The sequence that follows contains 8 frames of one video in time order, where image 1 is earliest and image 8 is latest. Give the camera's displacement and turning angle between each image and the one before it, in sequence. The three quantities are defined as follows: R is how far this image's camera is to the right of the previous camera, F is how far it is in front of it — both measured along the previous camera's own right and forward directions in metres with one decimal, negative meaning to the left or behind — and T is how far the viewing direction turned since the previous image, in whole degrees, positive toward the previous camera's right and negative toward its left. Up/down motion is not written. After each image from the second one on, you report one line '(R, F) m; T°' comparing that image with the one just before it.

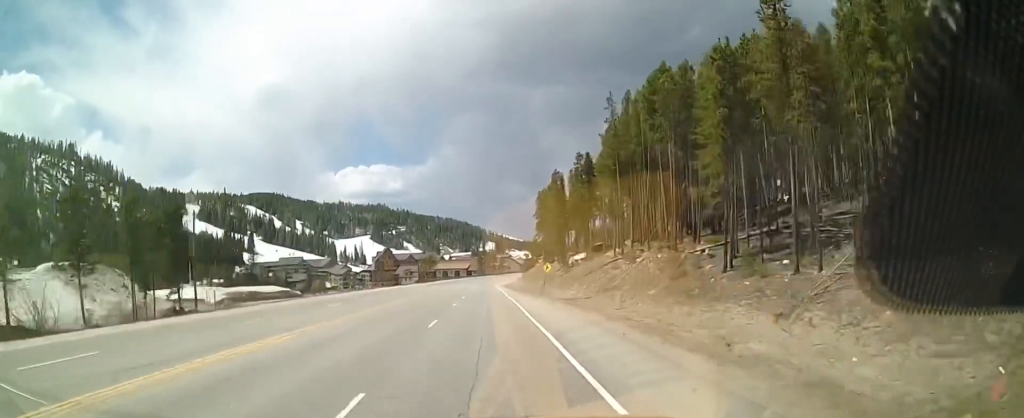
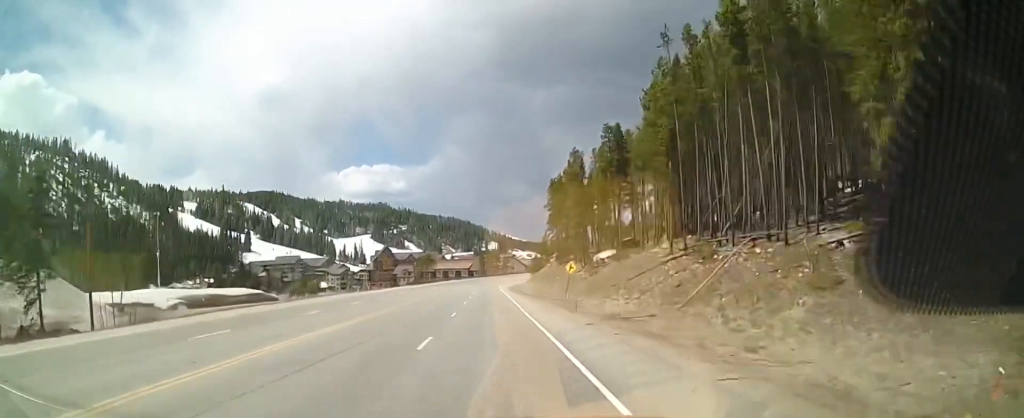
(-0.2, +16.3) m; -1°
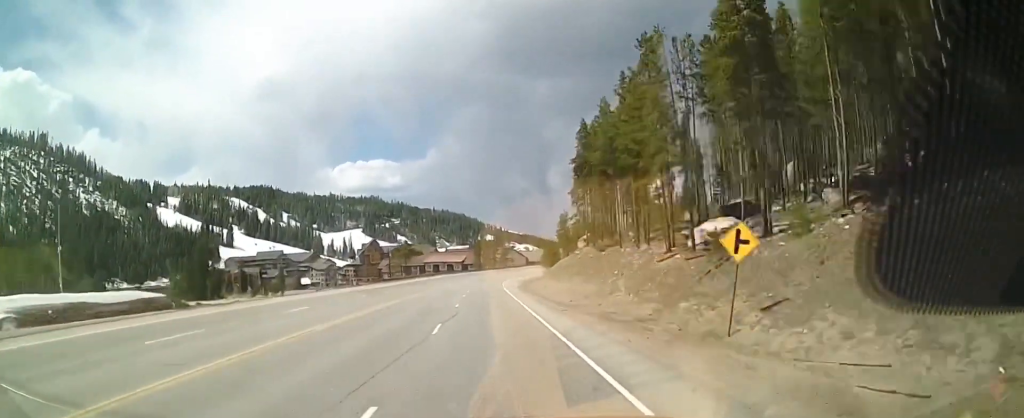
(-0.1, +33.8) m; 0°
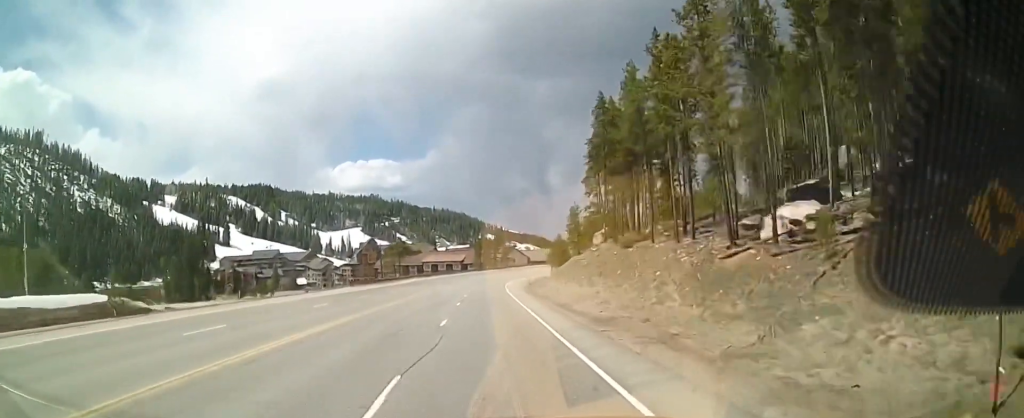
(0.0, +9.5) m; 0°
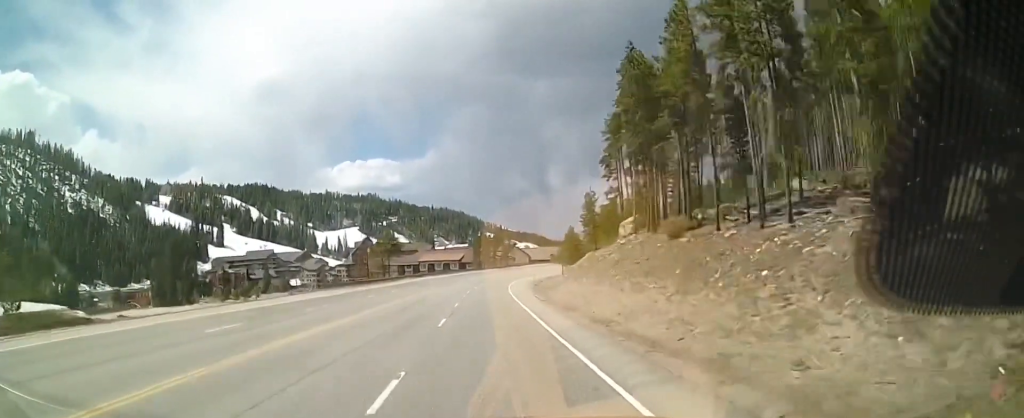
(0.0, +11.6) m; 0°
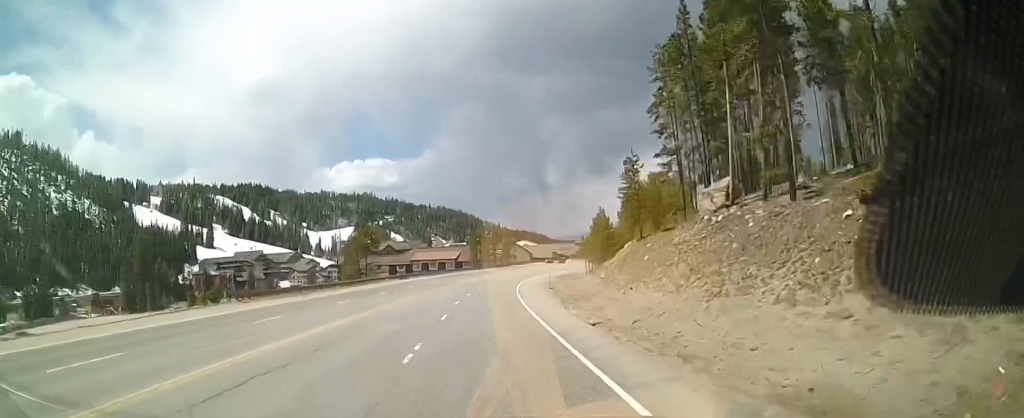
(0.0, +18.4) m; 0°
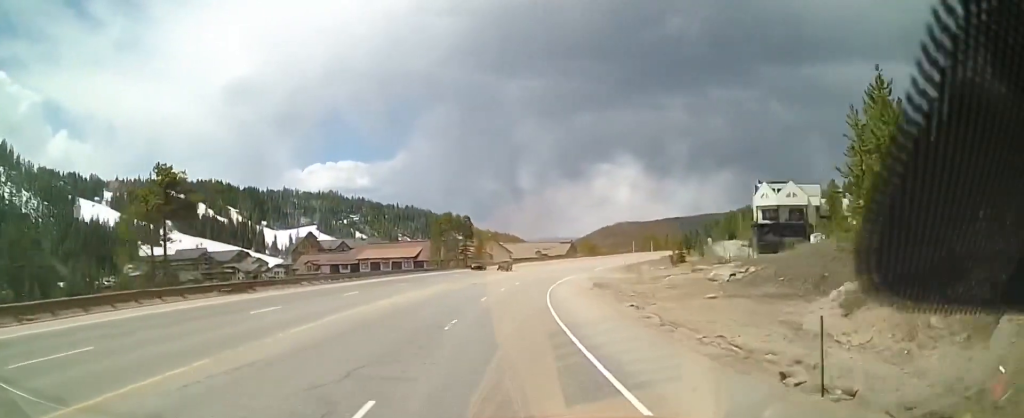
(+0.3, +49.2) m; +3°
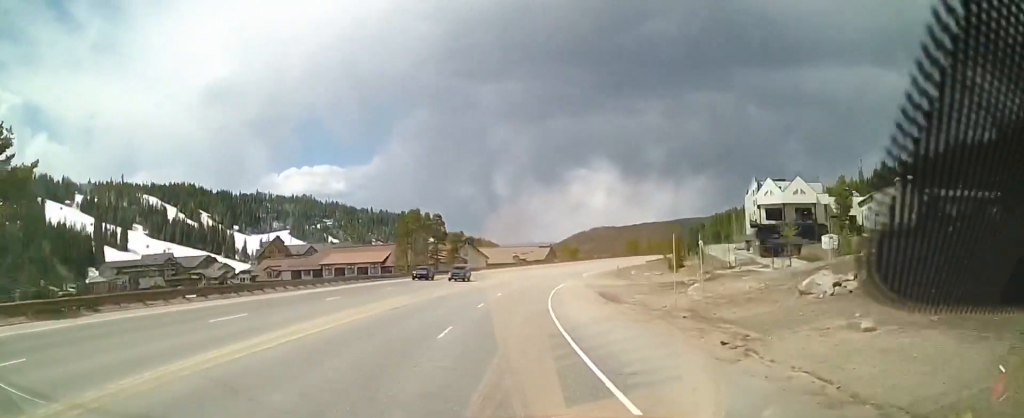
(+0.6, +13.7) m; +3°
